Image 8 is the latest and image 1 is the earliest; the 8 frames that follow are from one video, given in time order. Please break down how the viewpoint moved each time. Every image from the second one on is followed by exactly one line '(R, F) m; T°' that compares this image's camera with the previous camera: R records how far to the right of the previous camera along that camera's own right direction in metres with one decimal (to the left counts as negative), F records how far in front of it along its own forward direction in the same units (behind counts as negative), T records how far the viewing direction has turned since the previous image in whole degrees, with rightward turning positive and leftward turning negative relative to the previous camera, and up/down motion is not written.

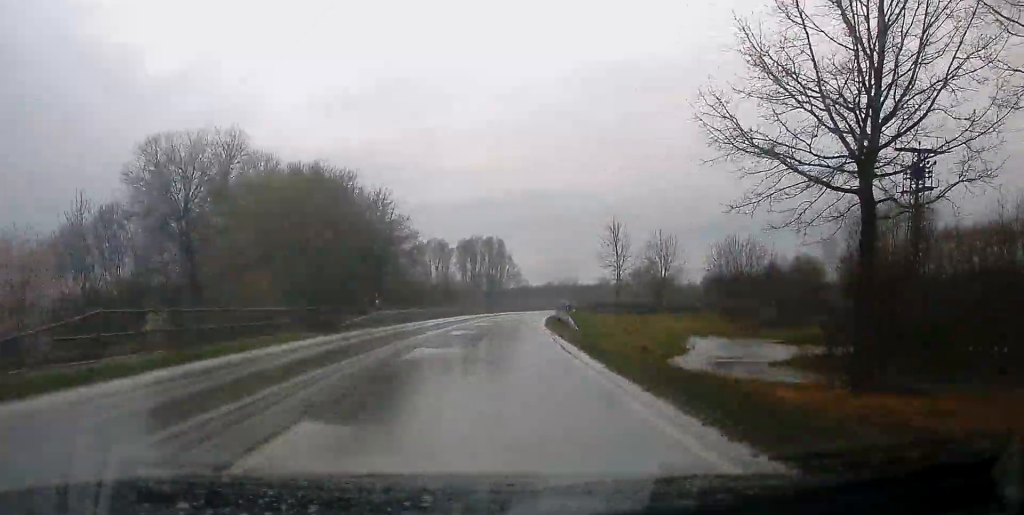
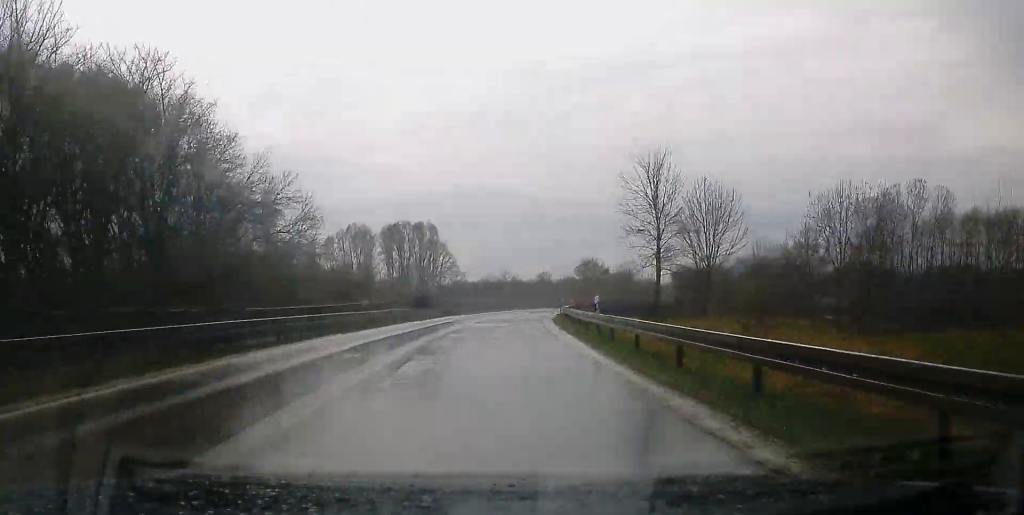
(+0.6, +39.5) m; +3°
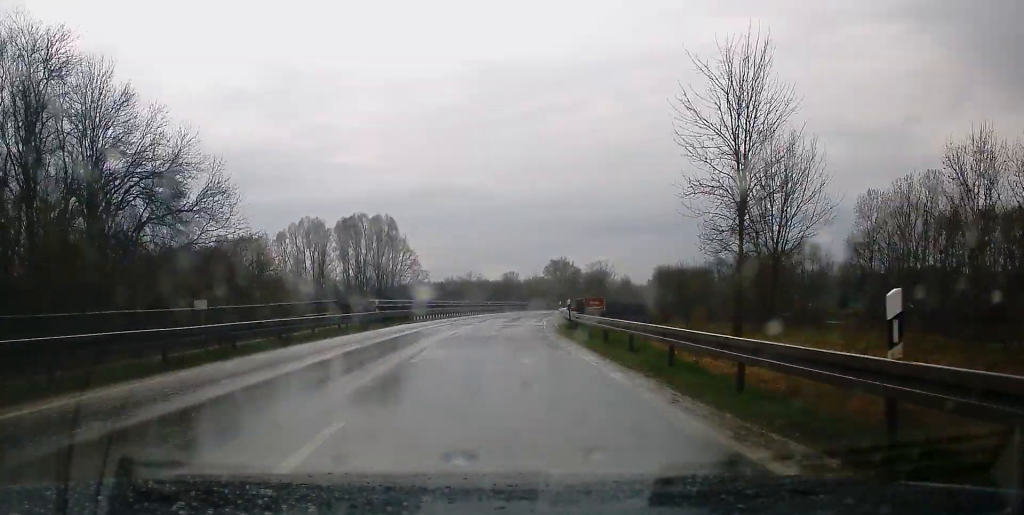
(+0.1, +18.4) m; +3°
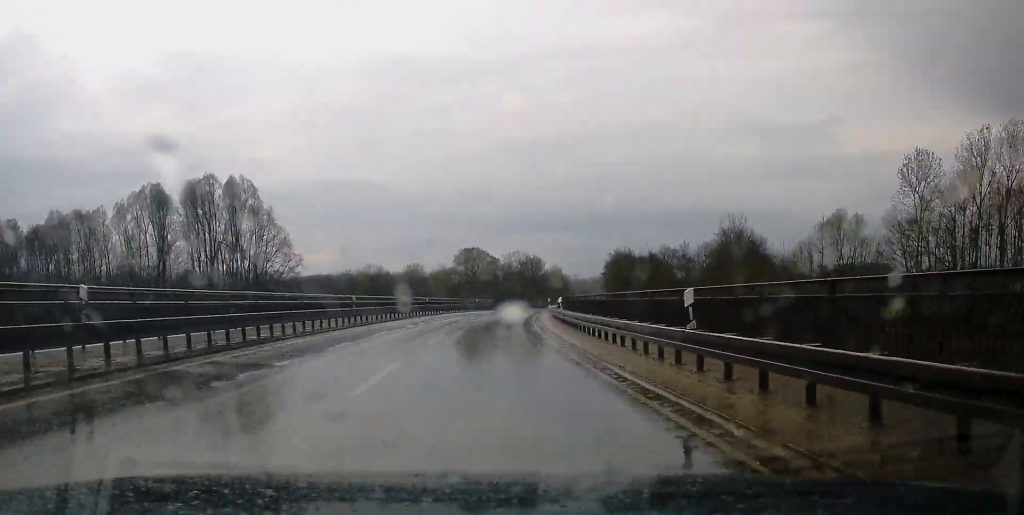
(+3.1, +48.5) m; +6°
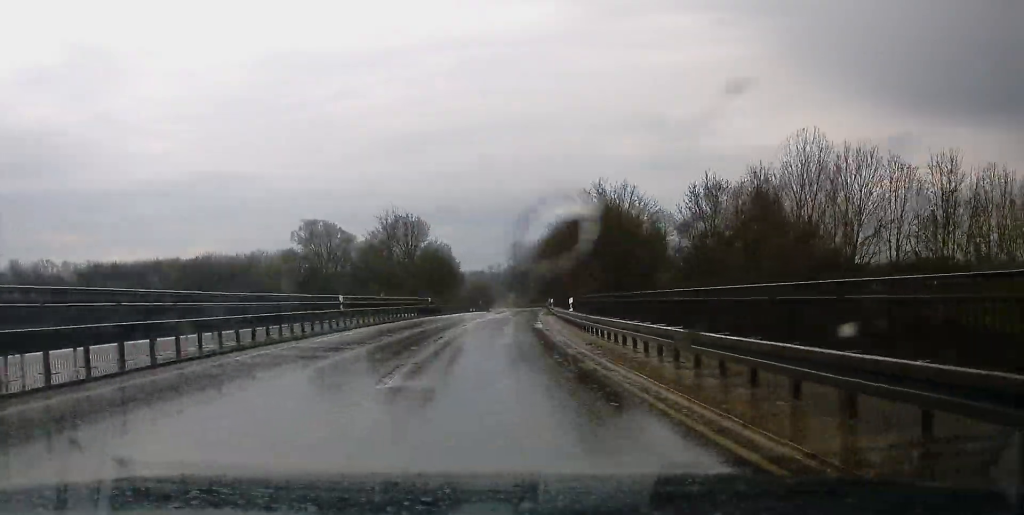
(+4.5, +78.6) m; +11°
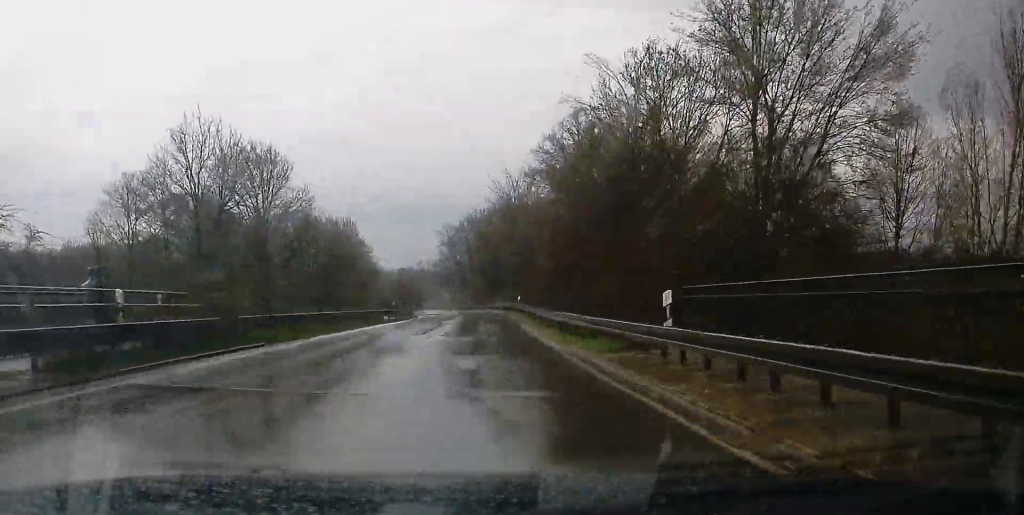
(+4.7, +47.0) m; +4°
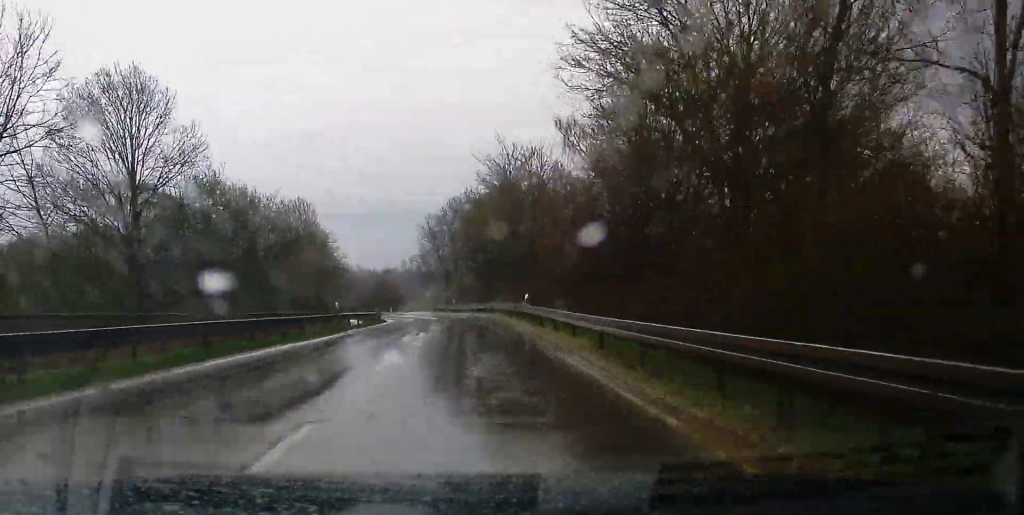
(-0.3, +20.3) m; -1°
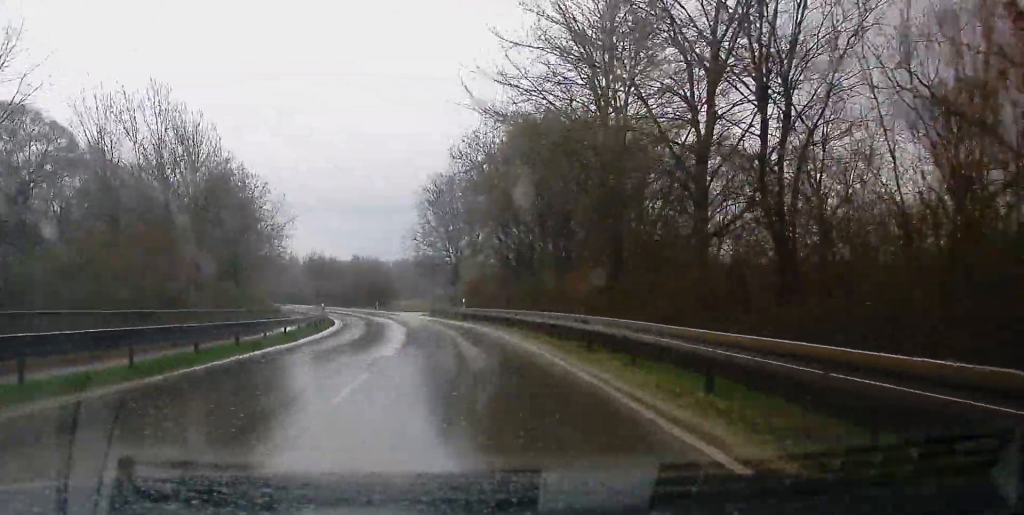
(-0.6, +42.9) m; -3°
